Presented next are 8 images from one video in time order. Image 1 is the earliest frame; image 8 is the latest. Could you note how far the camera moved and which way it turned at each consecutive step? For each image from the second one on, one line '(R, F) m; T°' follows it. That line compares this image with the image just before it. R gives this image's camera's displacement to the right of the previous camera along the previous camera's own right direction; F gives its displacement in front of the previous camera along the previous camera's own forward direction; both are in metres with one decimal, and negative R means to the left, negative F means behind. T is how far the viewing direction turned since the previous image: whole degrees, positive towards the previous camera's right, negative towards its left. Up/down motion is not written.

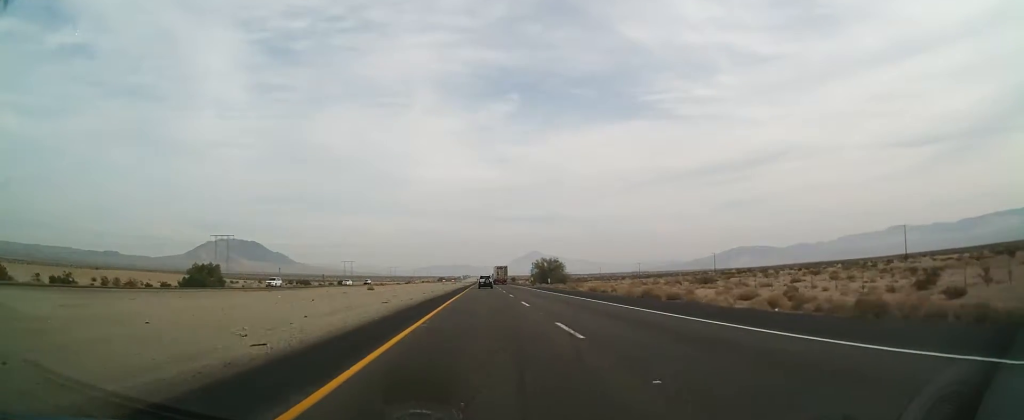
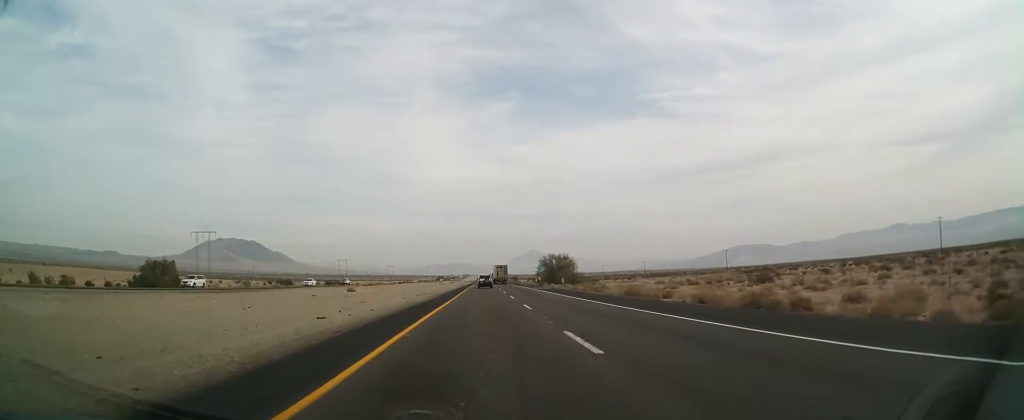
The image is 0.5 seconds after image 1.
(+0.1, +16.8) m; 0°
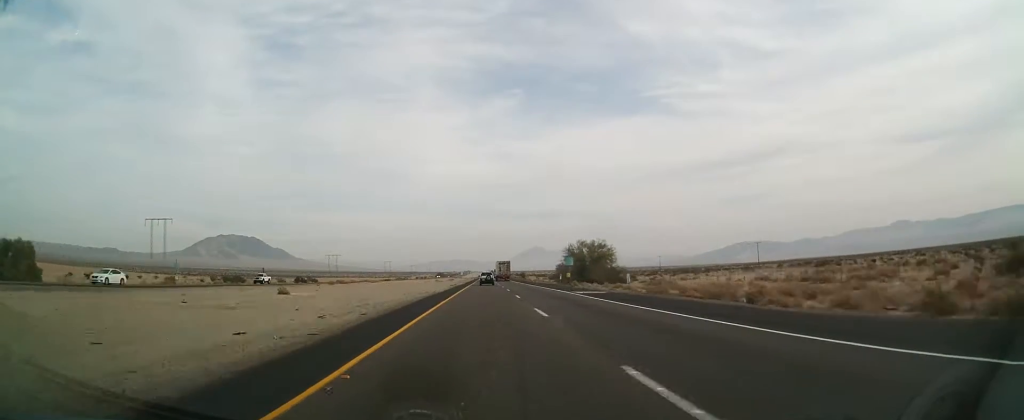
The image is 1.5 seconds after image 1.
(+0.1, +34.7) m; 0°
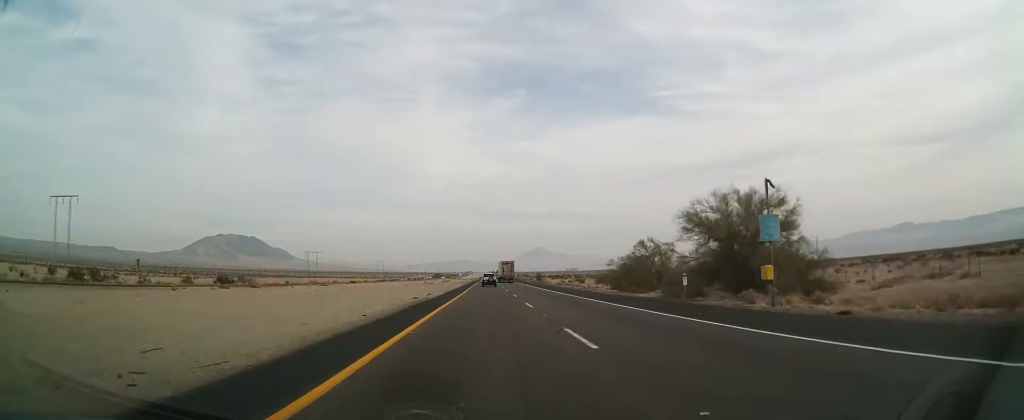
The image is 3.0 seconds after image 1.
(0.0, +50.9) m; 0°
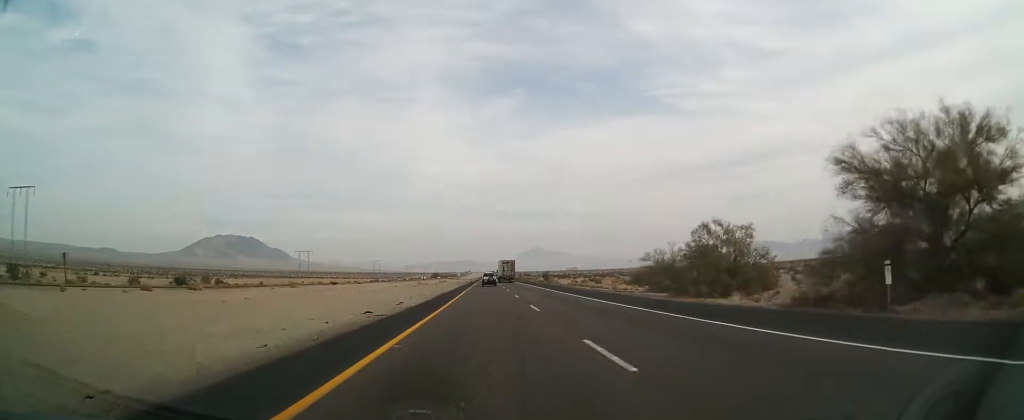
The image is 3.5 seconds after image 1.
(0.0, +17.1) m; 0°
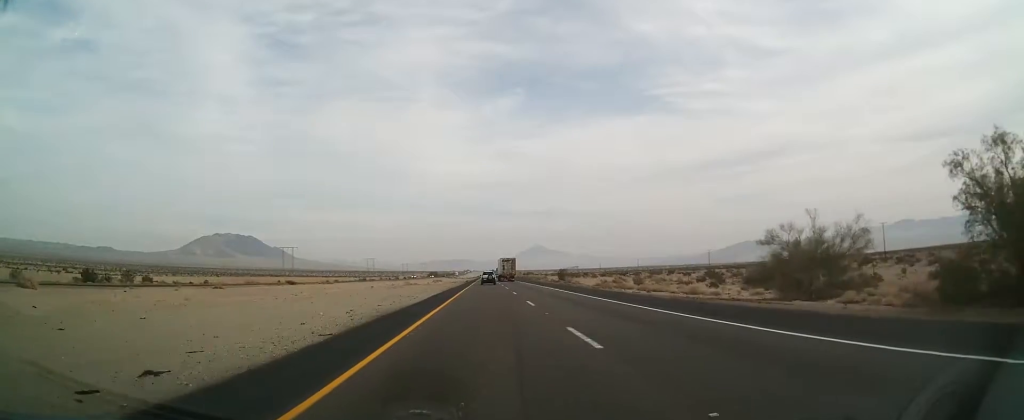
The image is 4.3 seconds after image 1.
(0.0, +26.3) m; 0°
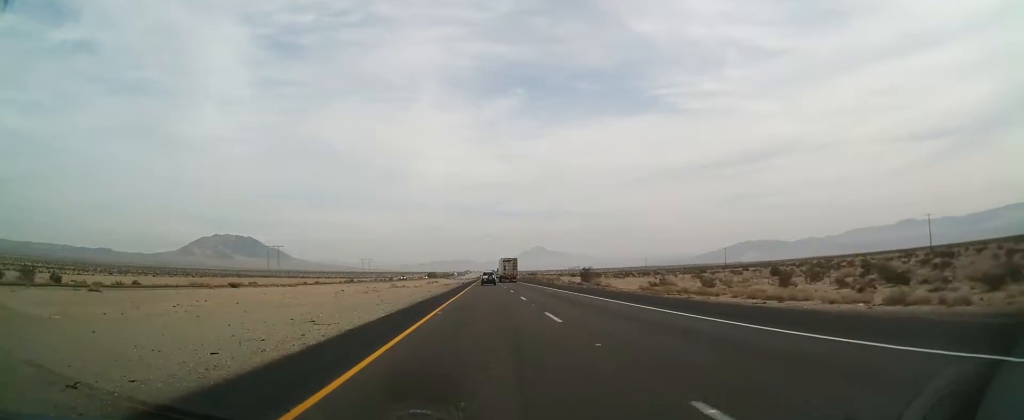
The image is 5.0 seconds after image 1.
(0.0, +23.1) m; 0°
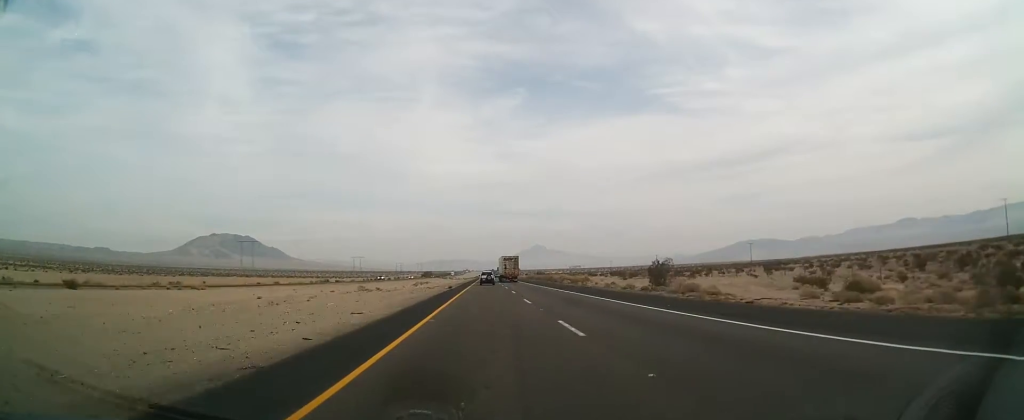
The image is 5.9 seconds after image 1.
(+0.1, +32.3) m; +1°
